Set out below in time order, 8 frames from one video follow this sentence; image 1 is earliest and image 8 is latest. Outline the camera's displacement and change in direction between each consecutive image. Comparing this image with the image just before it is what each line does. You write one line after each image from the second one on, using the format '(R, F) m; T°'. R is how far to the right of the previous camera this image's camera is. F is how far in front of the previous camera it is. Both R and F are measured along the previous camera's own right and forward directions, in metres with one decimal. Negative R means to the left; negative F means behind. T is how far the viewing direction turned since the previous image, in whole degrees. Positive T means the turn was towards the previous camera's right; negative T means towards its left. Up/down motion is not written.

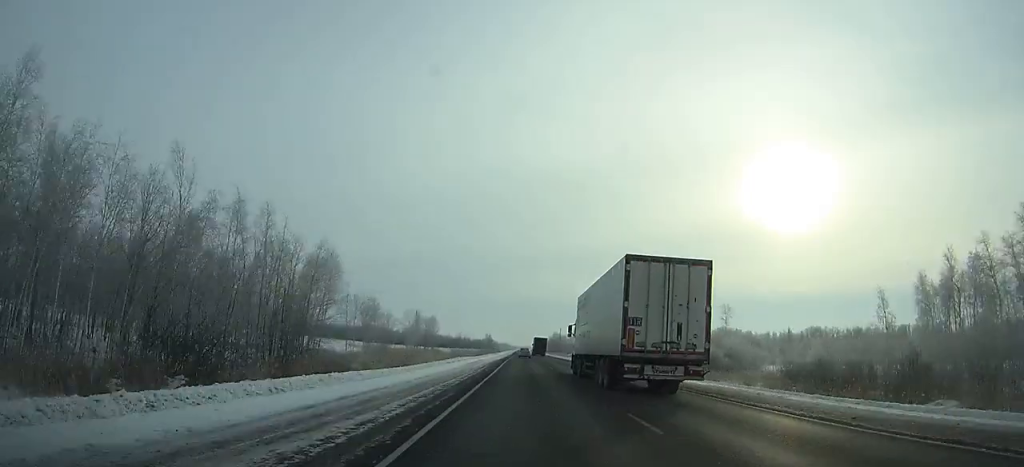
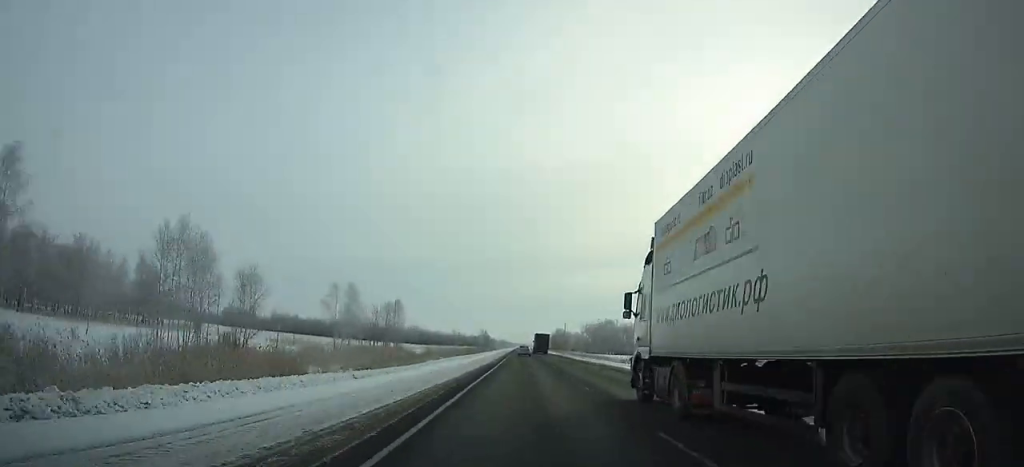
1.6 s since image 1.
(0.0, +49.4) m; 0°
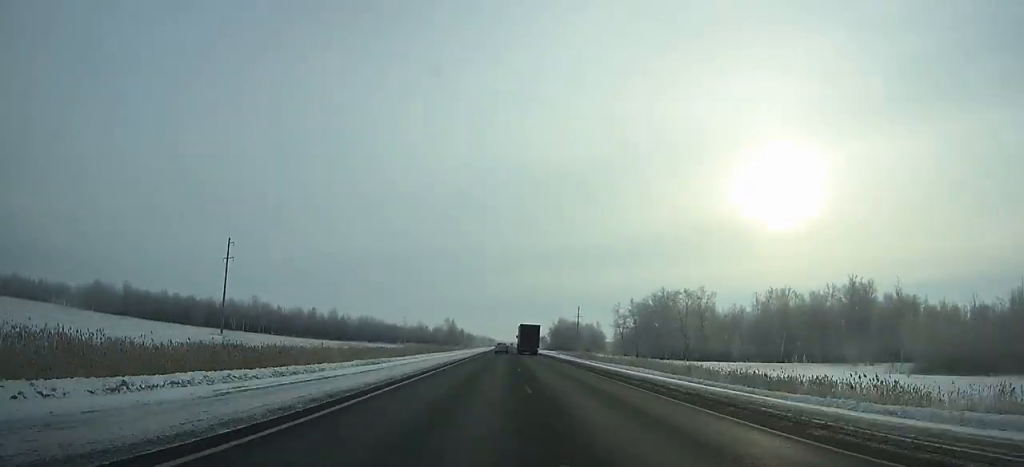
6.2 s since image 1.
(+0.6, +140.1) m; 0°
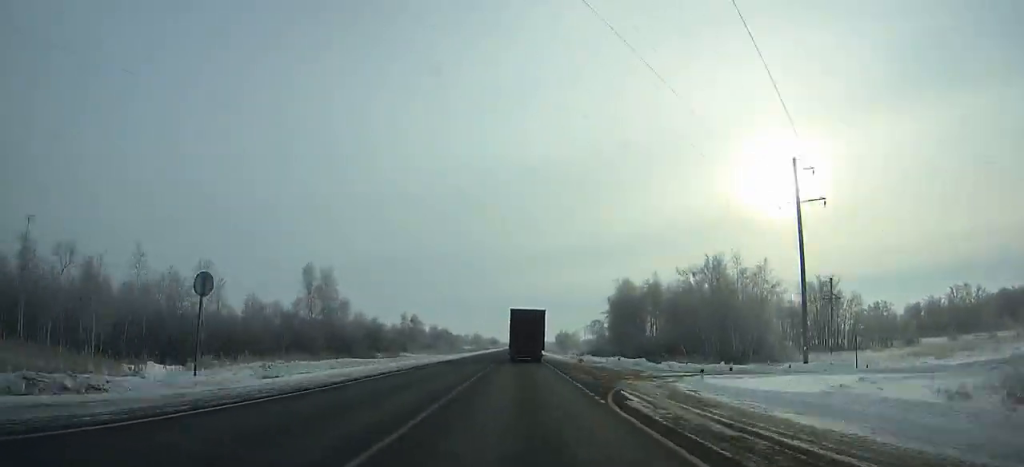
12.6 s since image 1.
(-0.1, +181.3) m; 0°
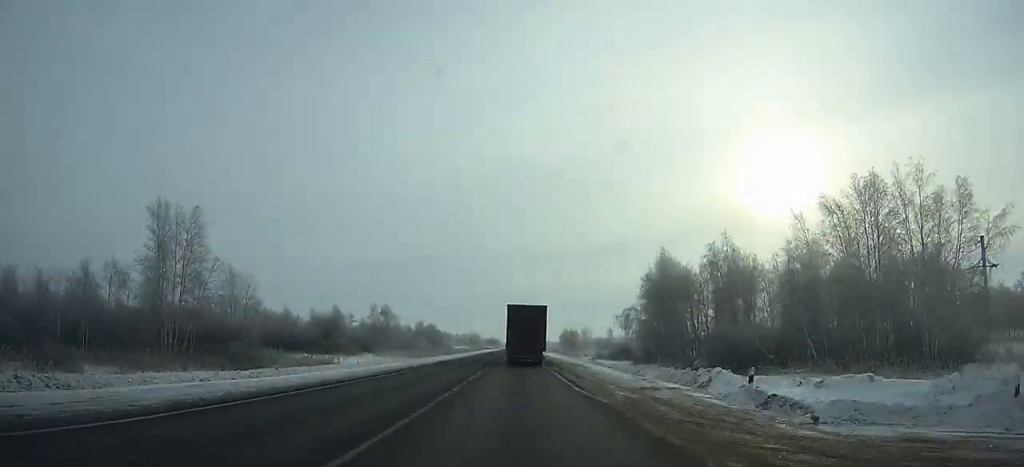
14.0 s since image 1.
(0.0, +37.3) m; 0°
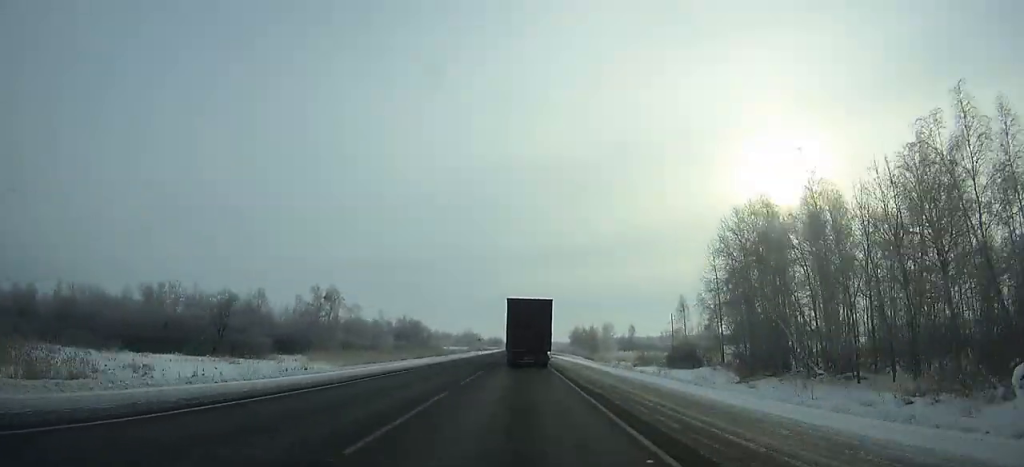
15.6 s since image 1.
(-0.2, +41.7) m; 0°
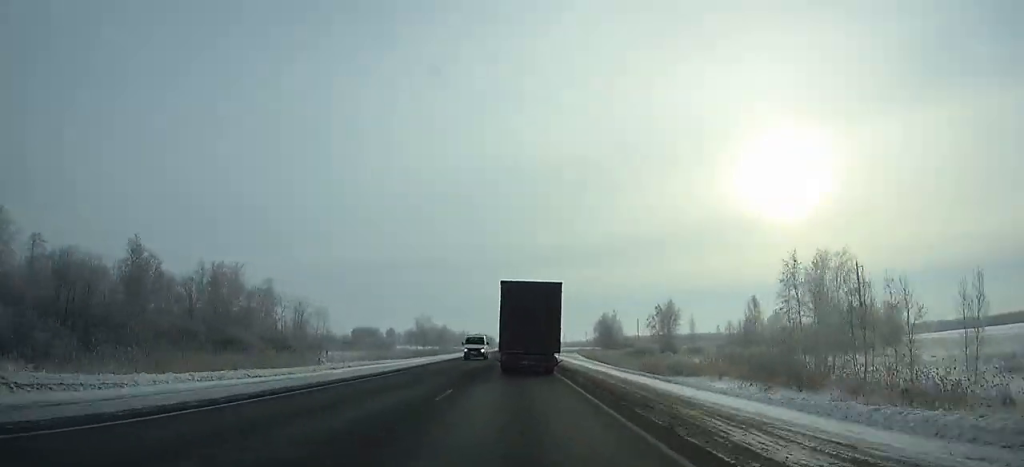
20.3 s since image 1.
(-0.3, +120.1) m; 0°
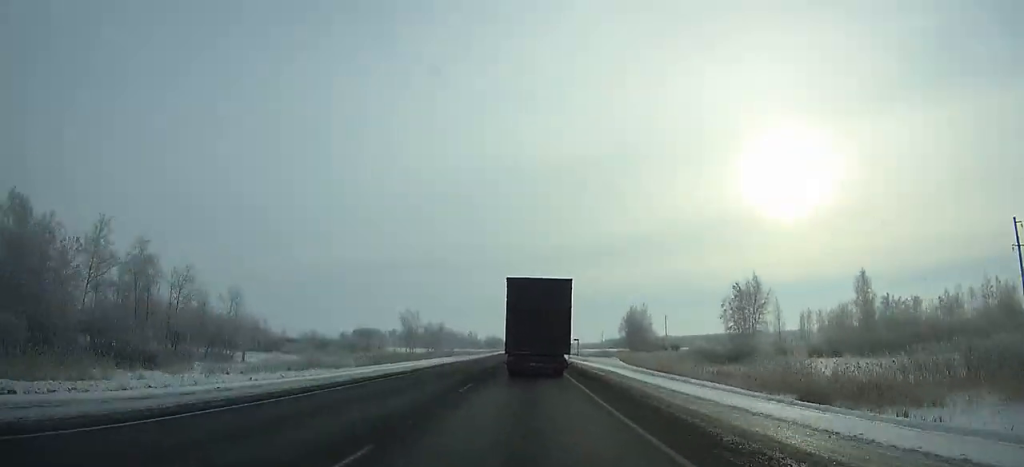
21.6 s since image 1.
(-0.3, +33.1) m; 0°
